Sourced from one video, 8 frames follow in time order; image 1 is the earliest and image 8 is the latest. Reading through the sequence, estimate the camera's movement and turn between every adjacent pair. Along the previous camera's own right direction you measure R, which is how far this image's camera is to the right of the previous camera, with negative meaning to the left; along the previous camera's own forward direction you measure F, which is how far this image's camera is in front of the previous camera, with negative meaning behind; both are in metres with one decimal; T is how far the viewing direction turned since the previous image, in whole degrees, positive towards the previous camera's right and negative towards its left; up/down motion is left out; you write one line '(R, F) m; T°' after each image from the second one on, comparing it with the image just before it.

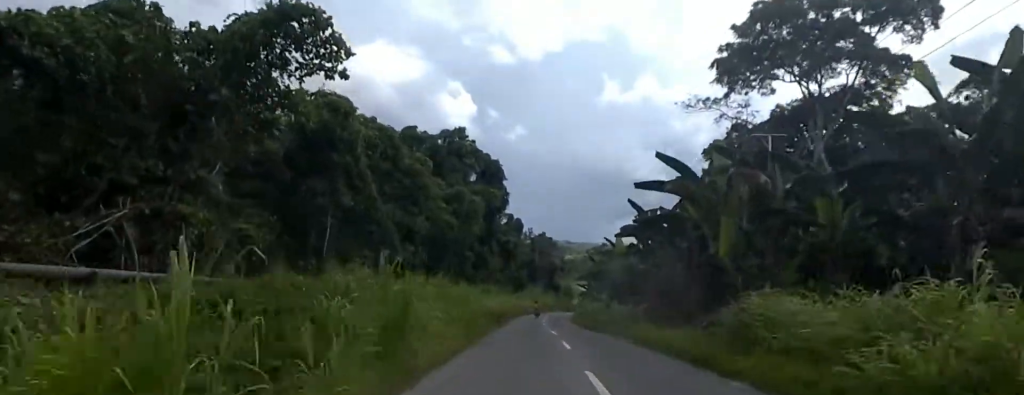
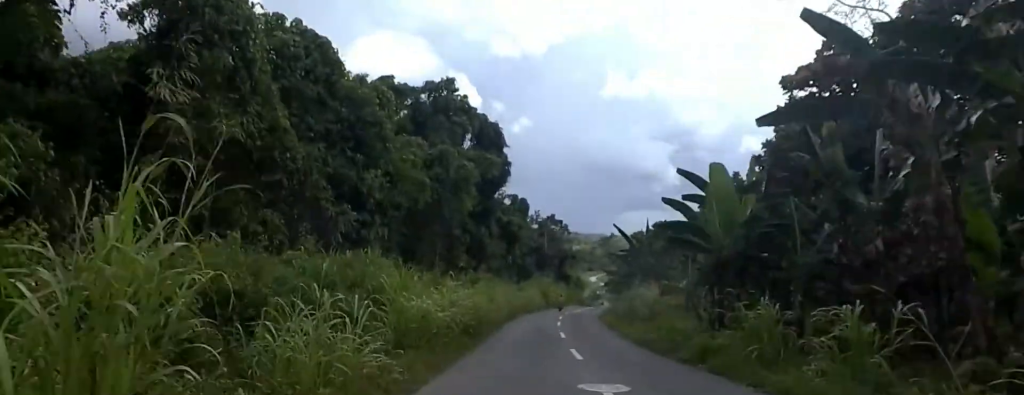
(-1.9, +17.6) m; -12°
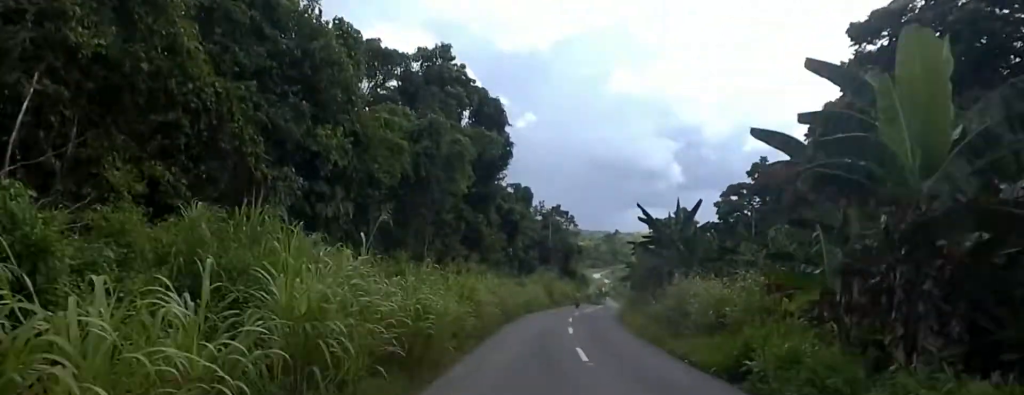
(-0.6, +8.6) m; +1°
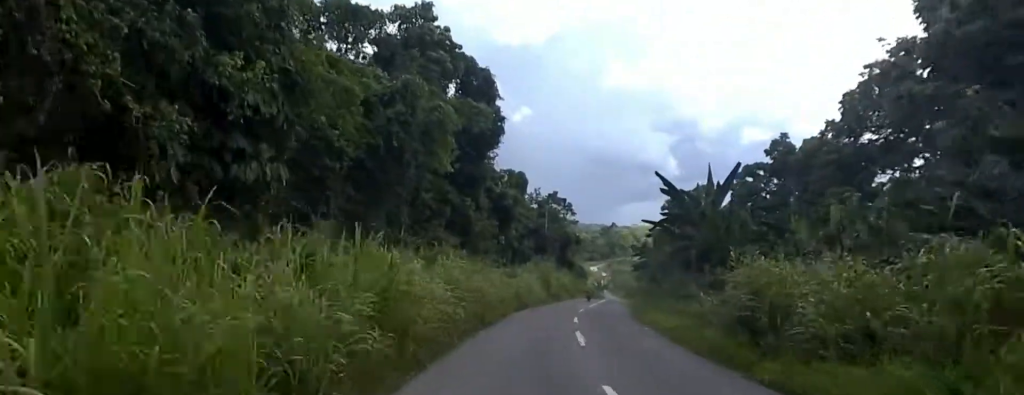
(+0.8, +8.1) m; +4°
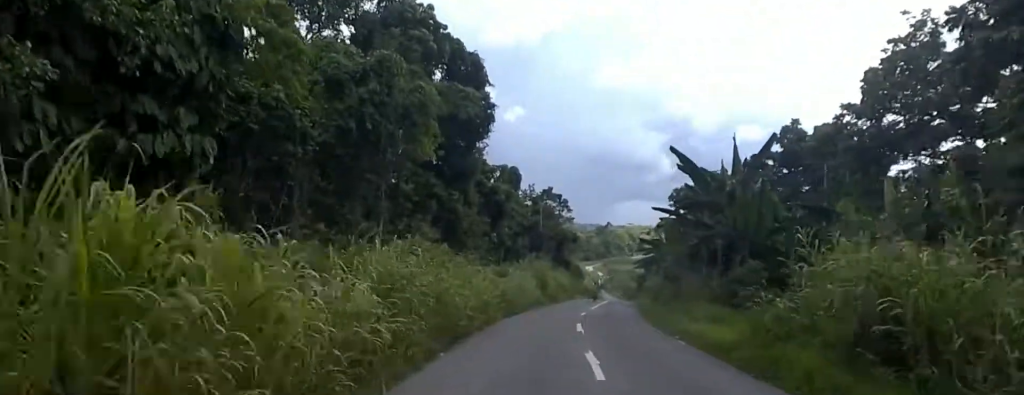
(+0.1, +5.0) m; +2°
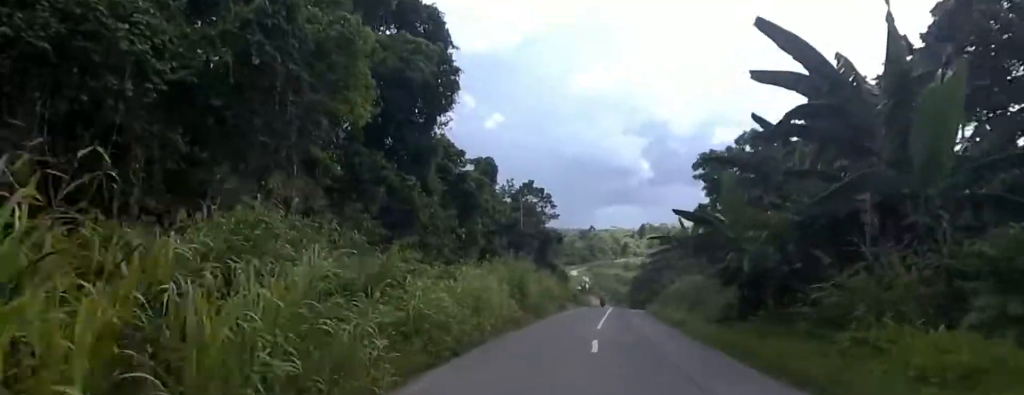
(+0.1, +12.3) m; +2°
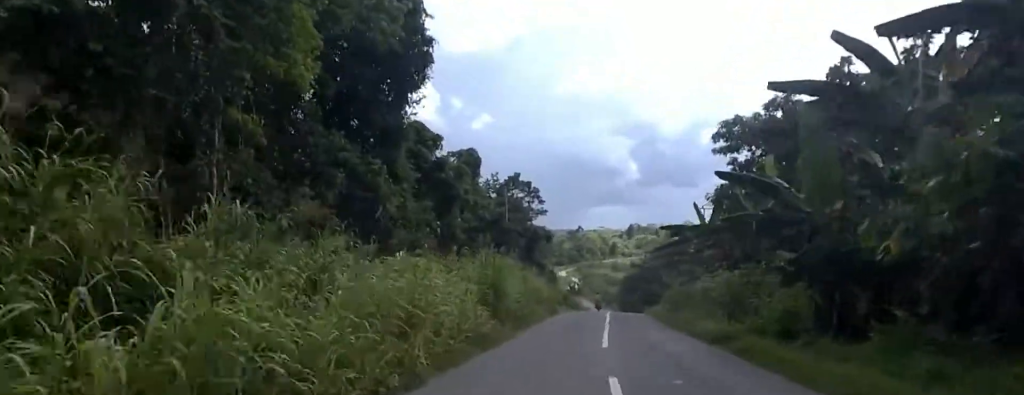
(+0.1, +6.0) m; +2°
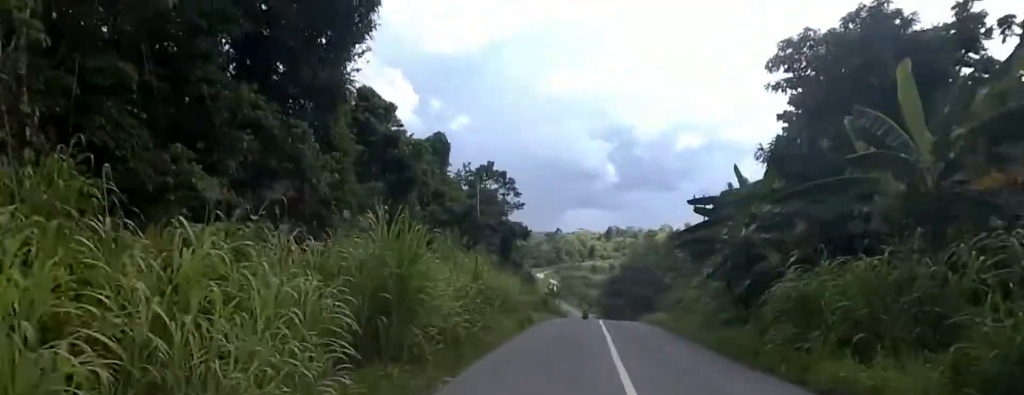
(+0.2, +8.7) m; +3°
